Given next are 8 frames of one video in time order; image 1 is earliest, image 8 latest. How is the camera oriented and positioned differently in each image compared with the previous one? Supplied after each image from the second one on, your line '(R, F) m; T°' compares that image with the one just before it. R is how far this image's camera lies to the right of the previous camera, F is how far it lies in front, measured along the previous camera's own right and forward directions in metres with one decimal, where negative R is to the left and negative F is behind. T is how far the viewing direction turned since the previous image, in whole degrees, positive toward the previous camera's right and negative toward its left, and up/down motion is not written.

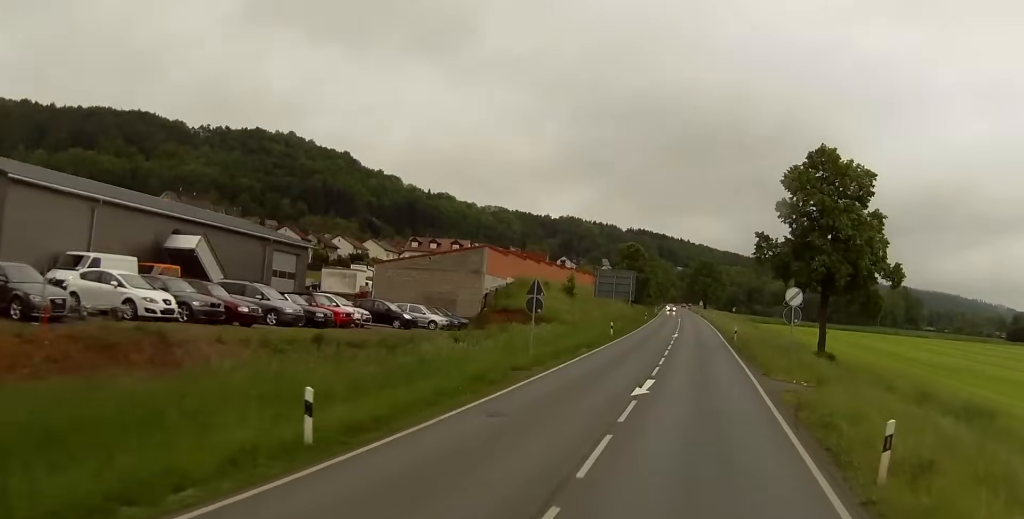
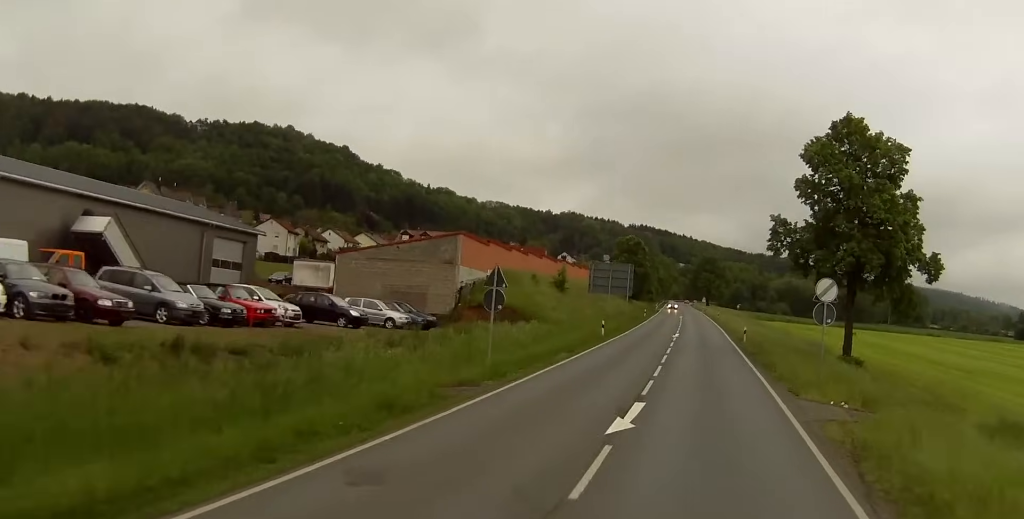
(-0.3, +7.8) m; -1°
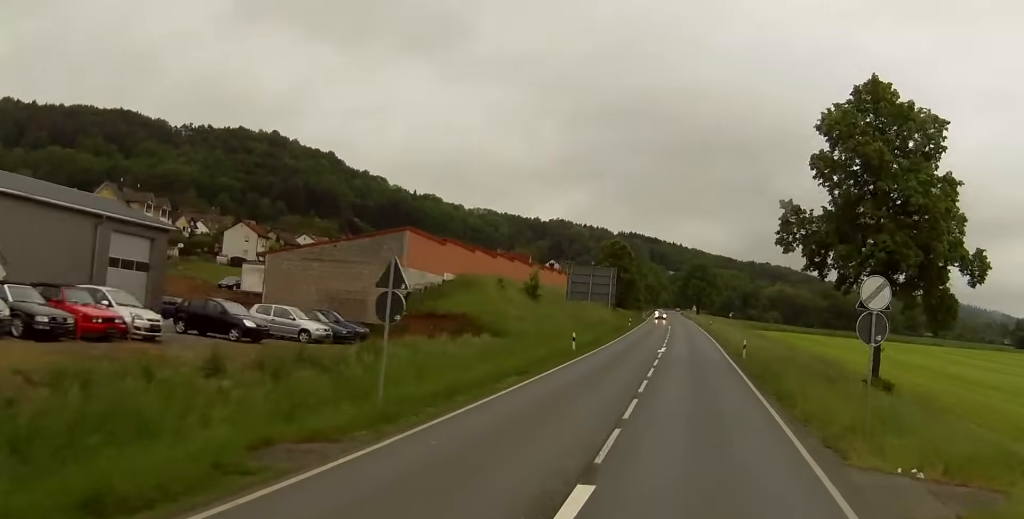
(-0.1, +8.8) m; 0°
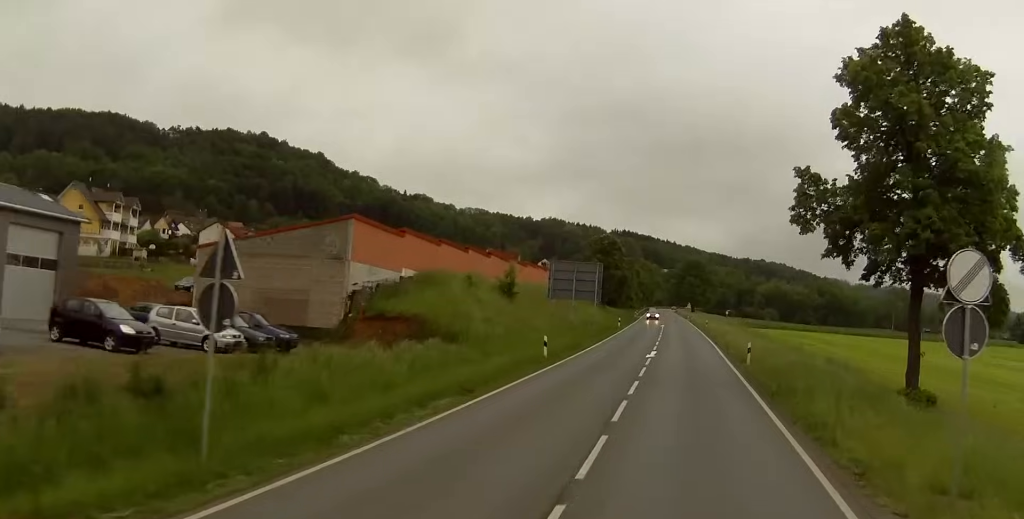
(0.0, +7.0) m; +1°
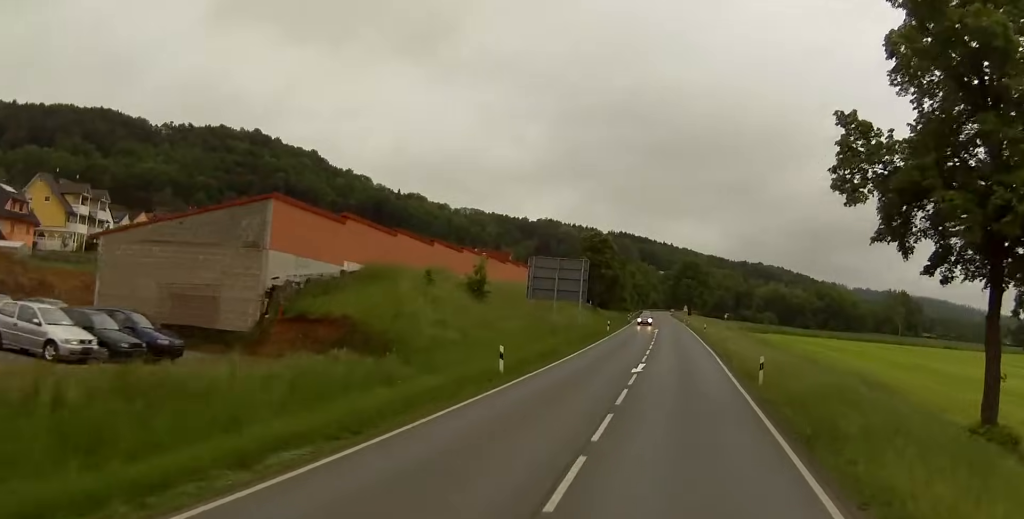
(+0.1, +8.0) m; +1°
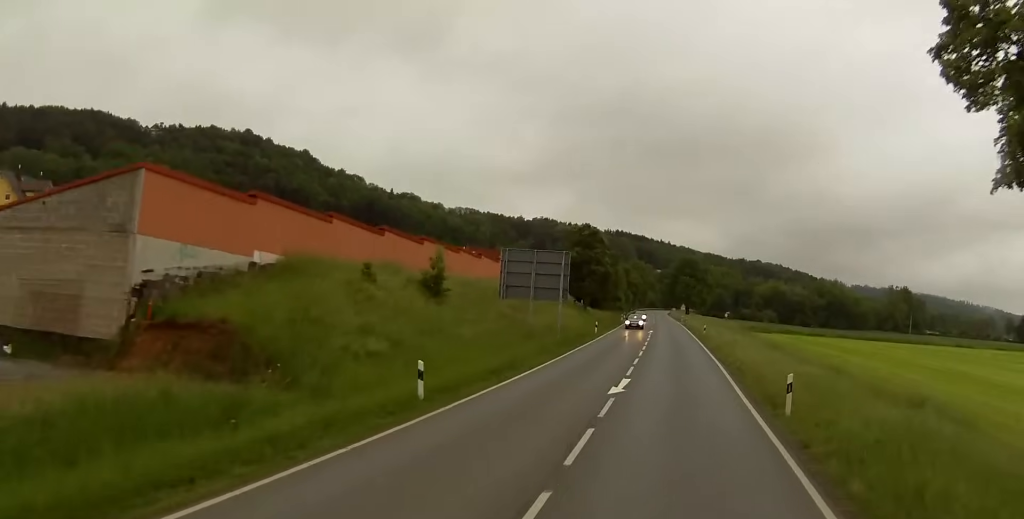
(+0.1, +8.5) m; 0°
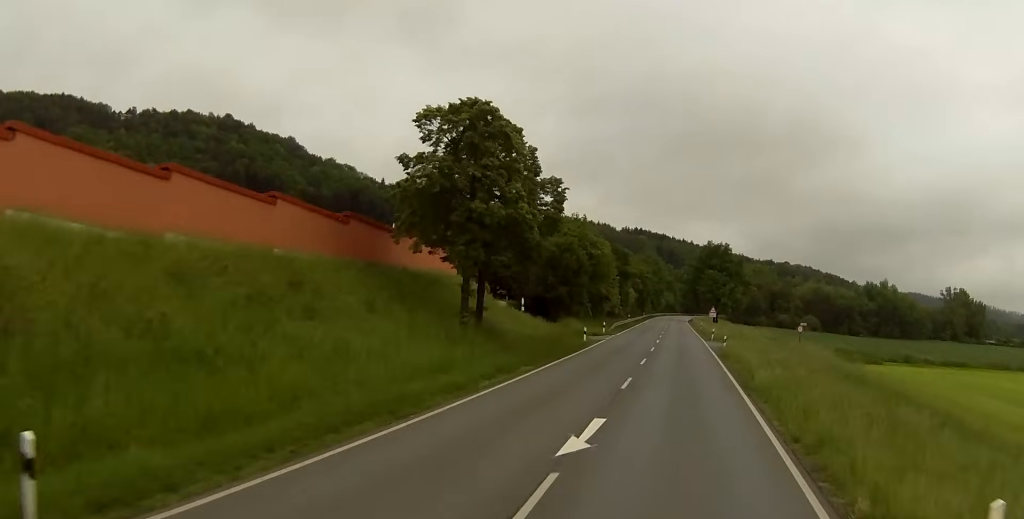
(-0.9, +63.2) m; -1°
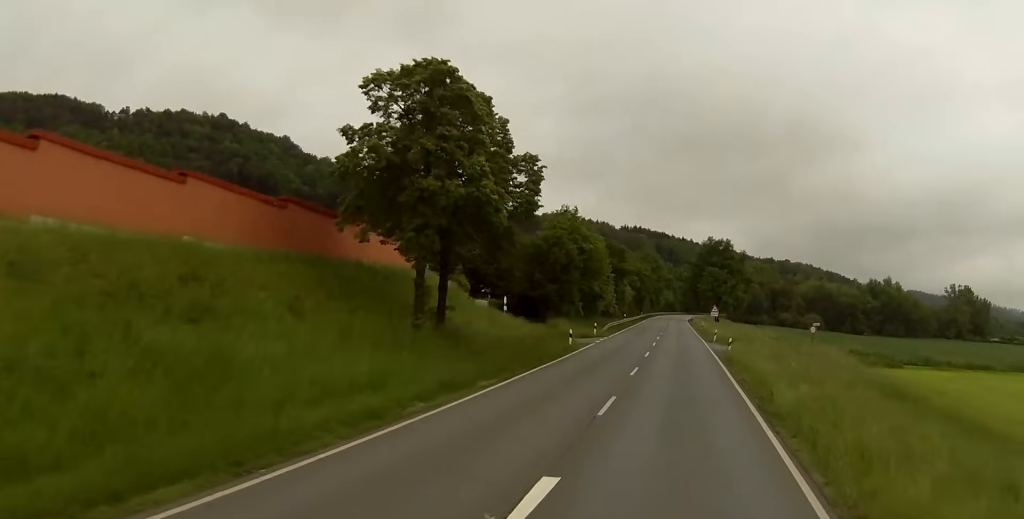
(+0.3, +7.1) m; 0°
